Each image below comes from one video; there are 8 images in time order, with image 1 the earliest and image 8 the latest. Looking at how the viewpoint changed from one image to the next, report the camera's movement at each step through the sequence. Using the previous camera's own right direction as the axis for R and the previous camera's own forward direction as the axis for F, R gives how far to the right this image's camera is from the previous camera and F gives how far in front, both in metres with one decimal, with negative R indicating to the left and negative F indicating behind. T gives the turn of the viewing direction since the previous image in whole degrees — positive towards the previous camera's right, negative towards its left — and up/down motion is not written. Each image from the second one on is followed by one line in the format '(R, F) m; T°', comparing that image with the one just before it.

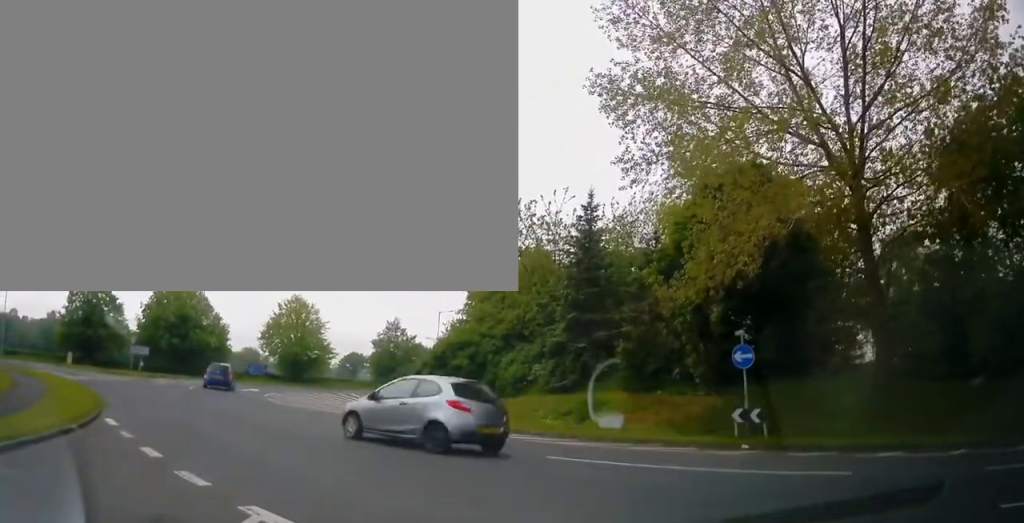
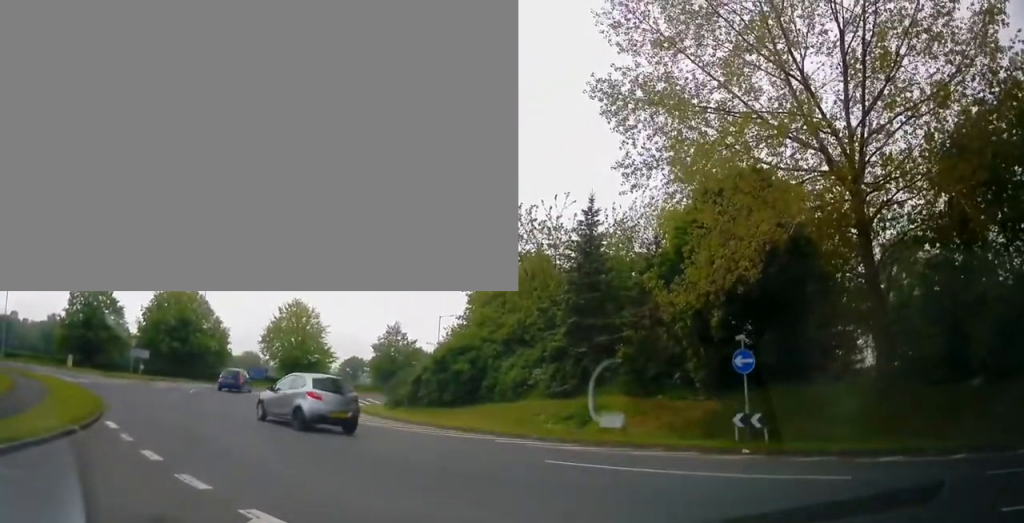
(-0.3, 0.0) m; 0°
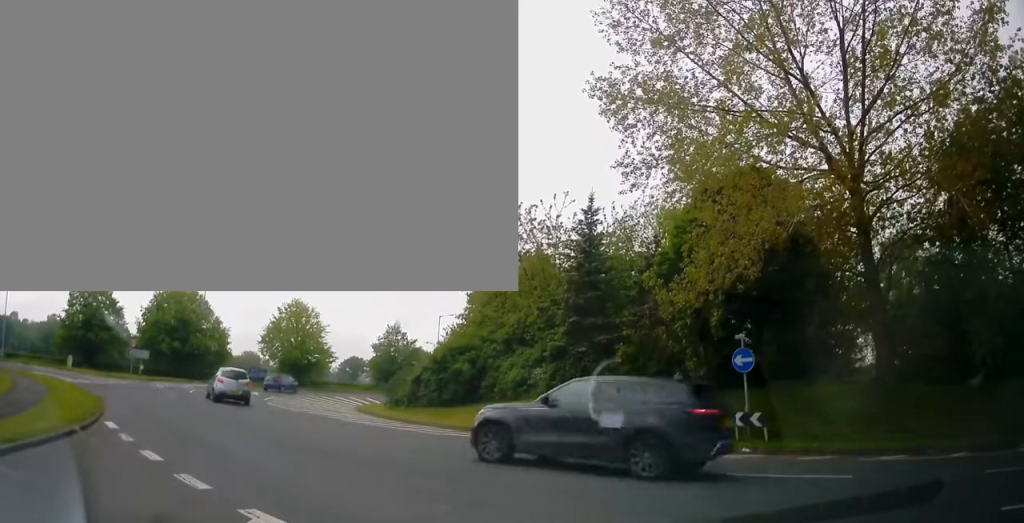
(-0.2, 0.0) m; 0°
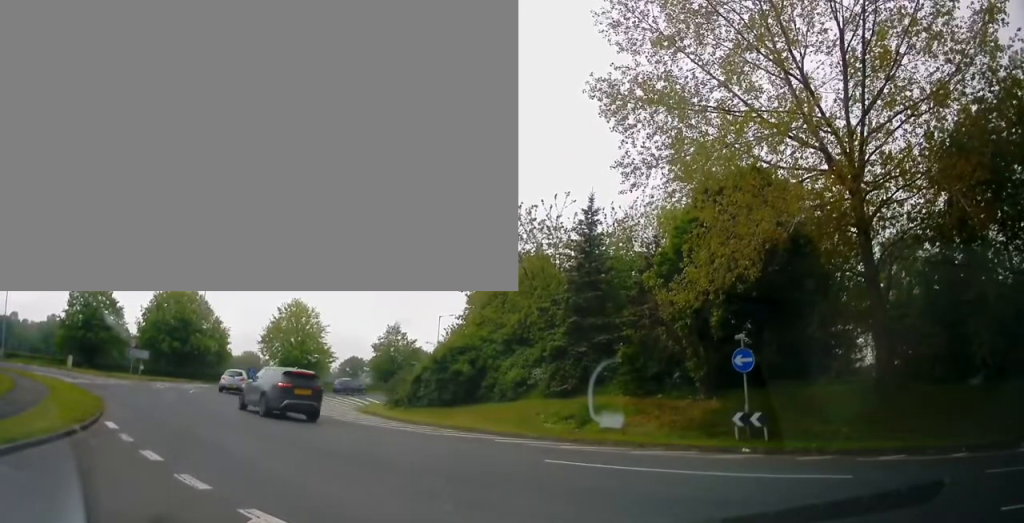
(0.0, 0.0) m; 0°
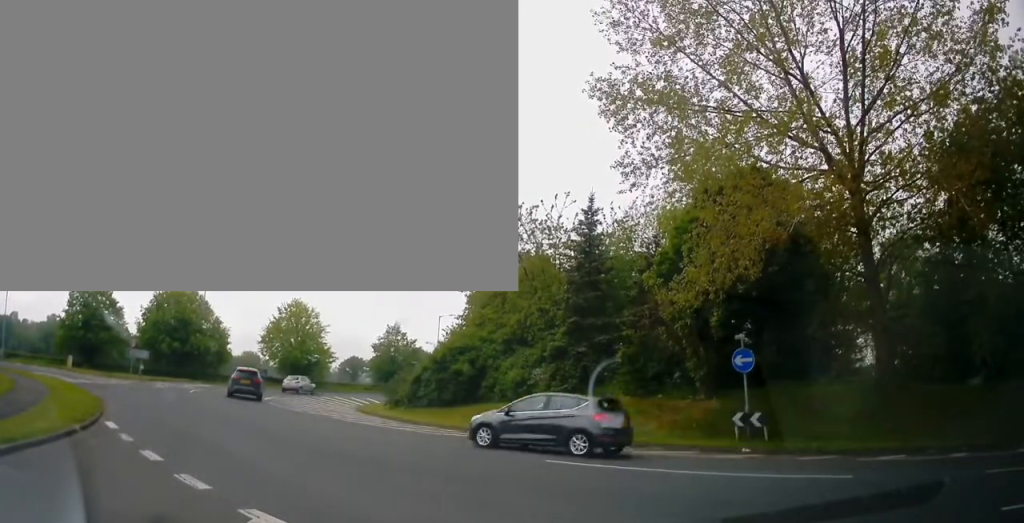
(0.0, 0.0) m; 0°
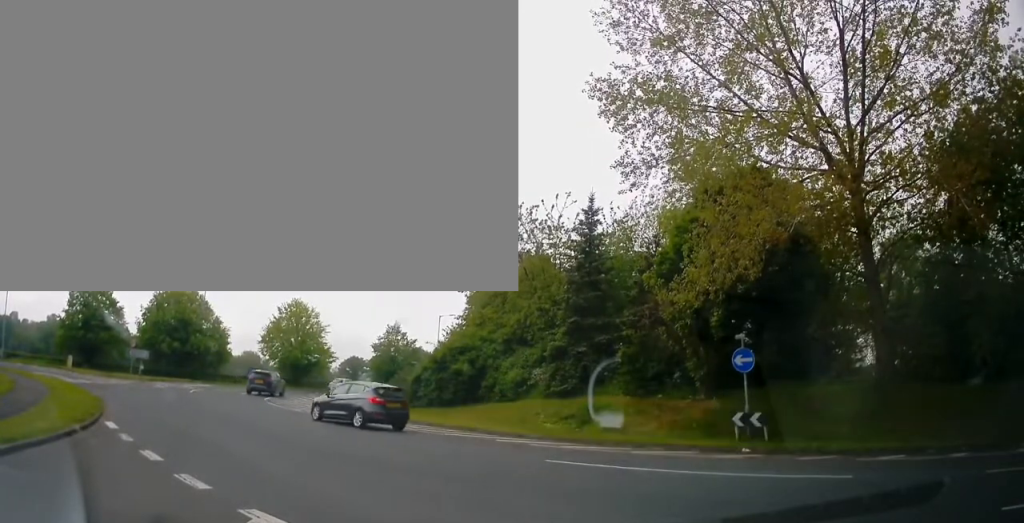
(0.0, 0.0) m; 0°
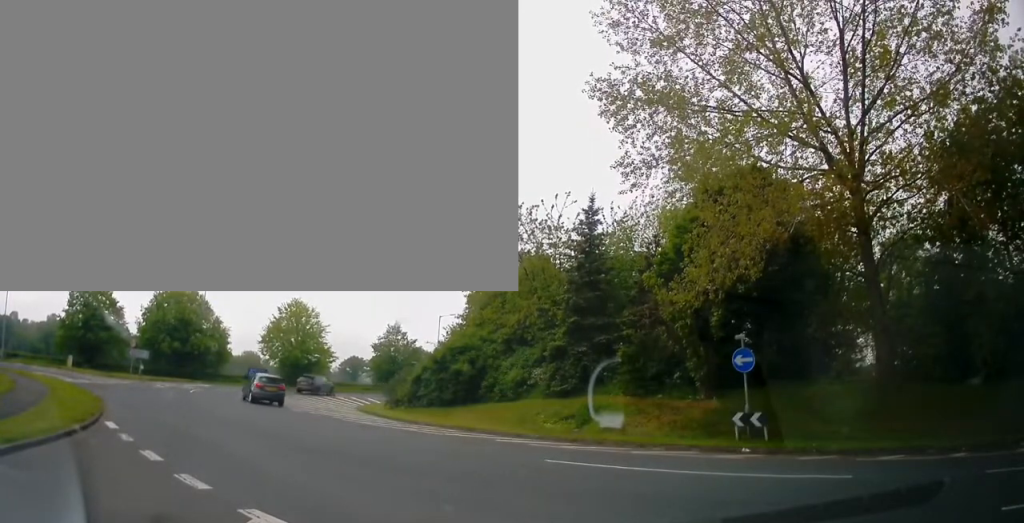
(0.0, 0.0) m; 0°
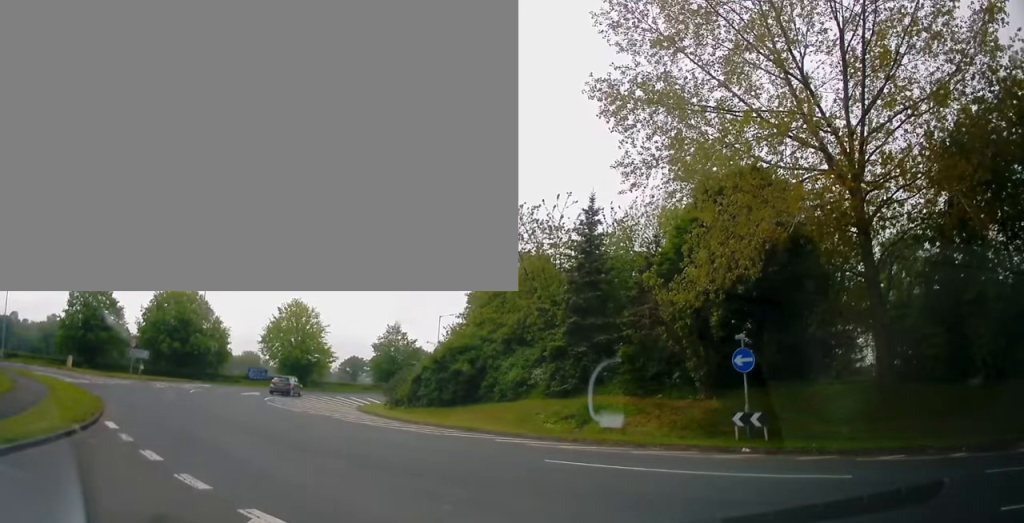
(0.0, 0.0) m; 0°
